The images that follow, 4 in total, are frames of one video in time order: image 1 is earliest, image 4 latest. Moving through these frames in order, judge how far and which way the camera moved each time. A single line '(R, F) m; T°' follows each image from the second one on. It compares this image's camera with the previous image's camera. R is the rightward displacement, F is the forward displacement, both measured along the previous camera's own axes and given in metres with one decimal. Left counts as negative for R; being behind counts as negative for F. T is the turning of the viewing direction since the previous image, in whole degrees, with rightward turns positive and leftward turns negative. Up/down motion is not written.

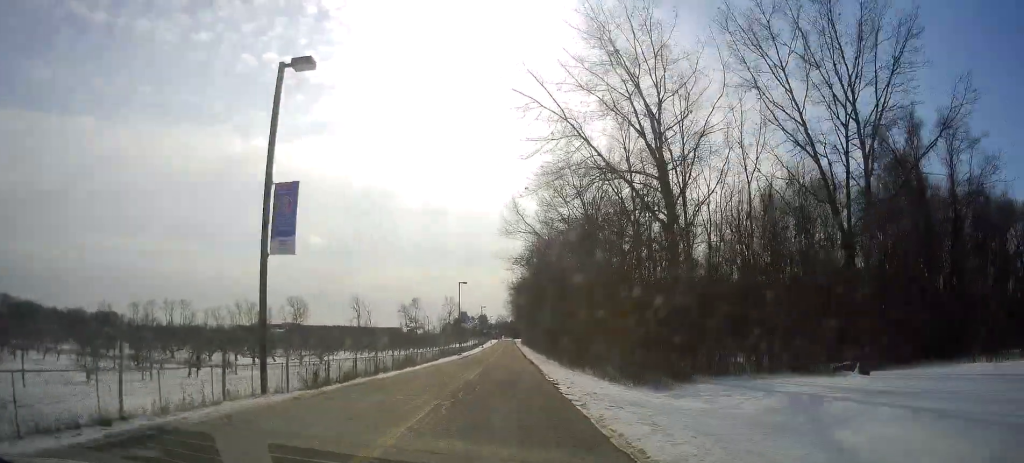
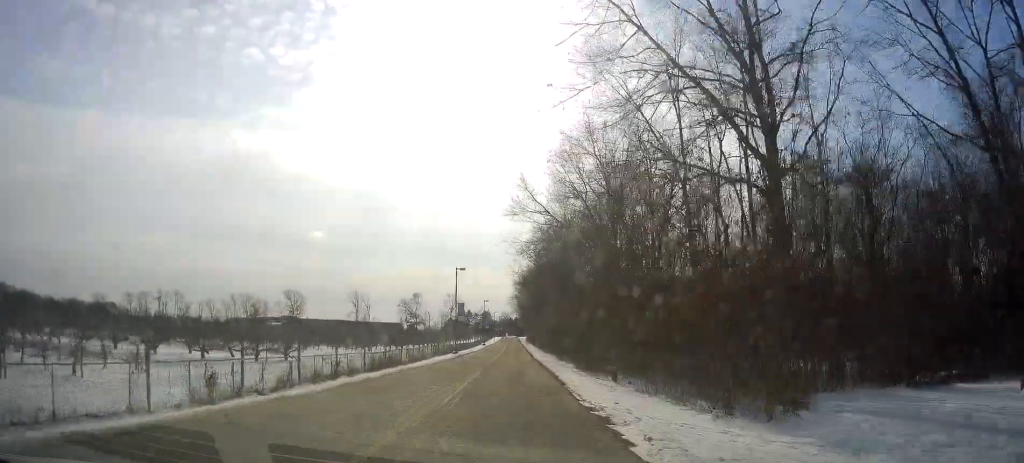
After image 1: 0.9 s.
(-0.6, +11.1) m; -1°
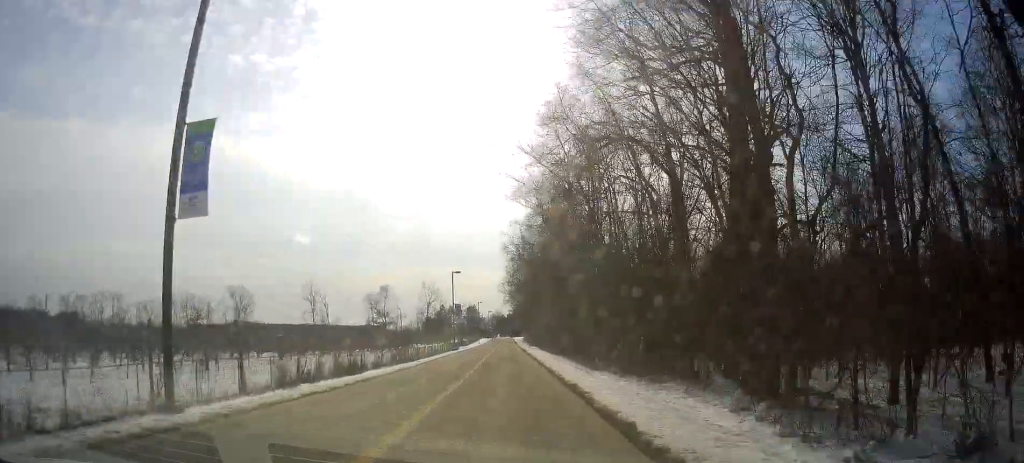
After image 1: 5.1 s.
(+0.6, +55.0) m; 0°
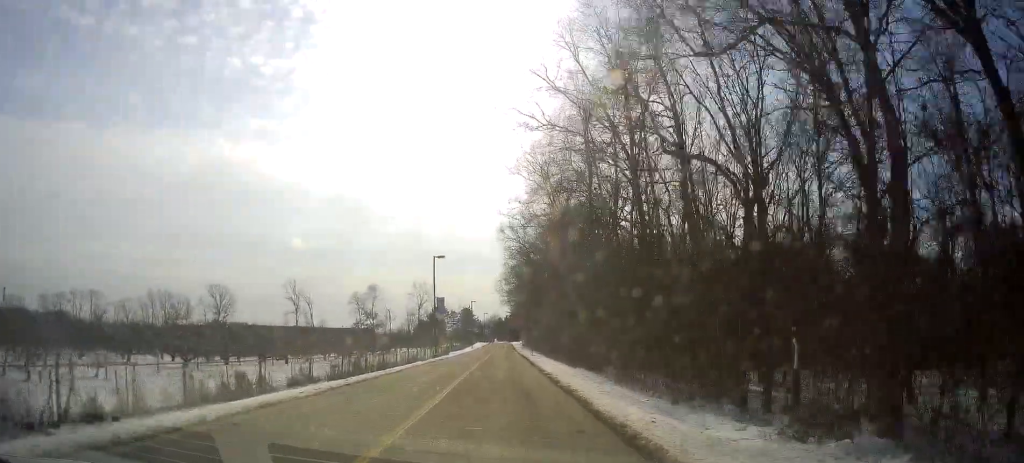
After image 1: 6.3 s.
(-0.7, +16.1) m; 0°
